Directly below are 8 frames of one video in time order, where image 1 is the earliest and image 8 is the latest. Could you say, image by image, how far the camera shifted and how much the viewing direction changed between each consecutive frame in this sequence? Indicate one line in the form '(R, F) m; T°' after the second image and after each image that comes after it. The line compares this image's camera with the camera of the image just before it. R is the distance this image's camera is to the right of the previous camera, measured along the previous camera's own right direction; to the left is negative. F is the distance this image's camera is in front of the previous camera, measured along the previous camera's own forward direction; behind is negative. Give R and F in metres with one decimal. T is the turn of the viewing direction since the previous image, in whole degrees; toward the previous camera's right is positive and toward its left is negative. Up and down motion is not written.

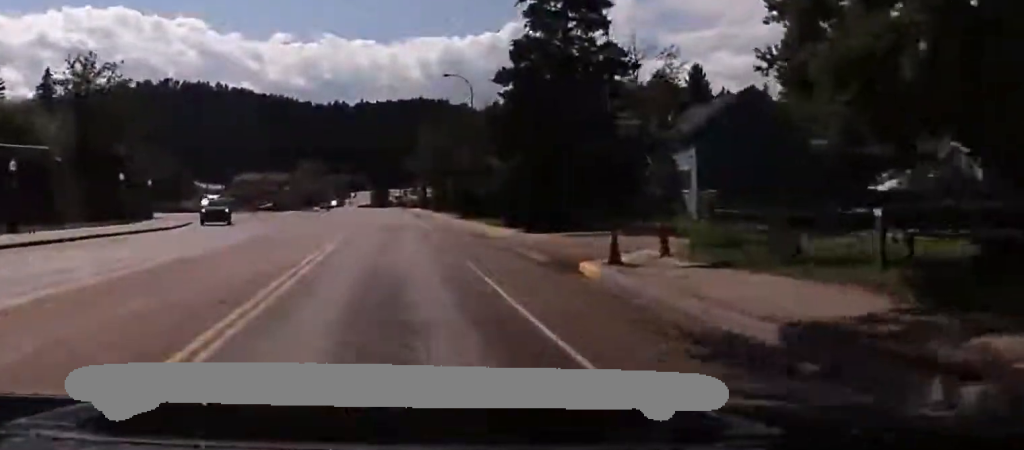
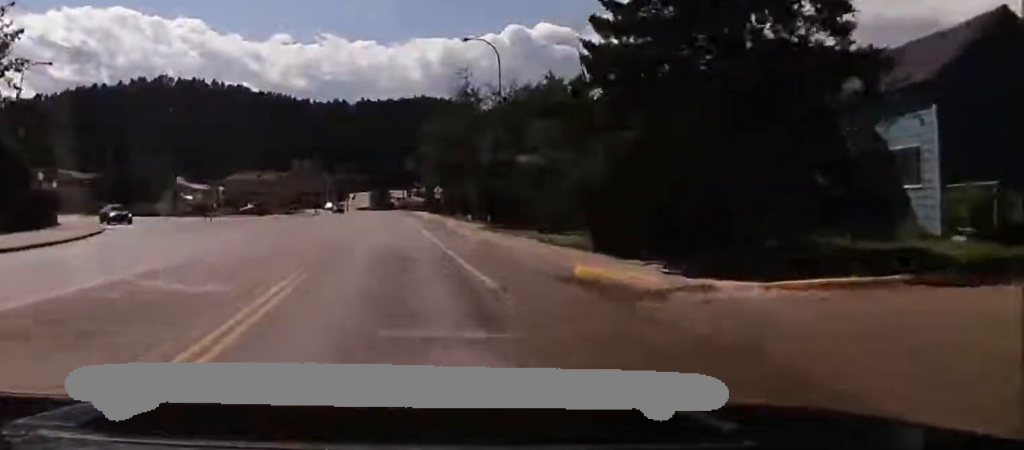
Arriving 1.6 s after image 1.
(0.0, +20.6) m; 0°
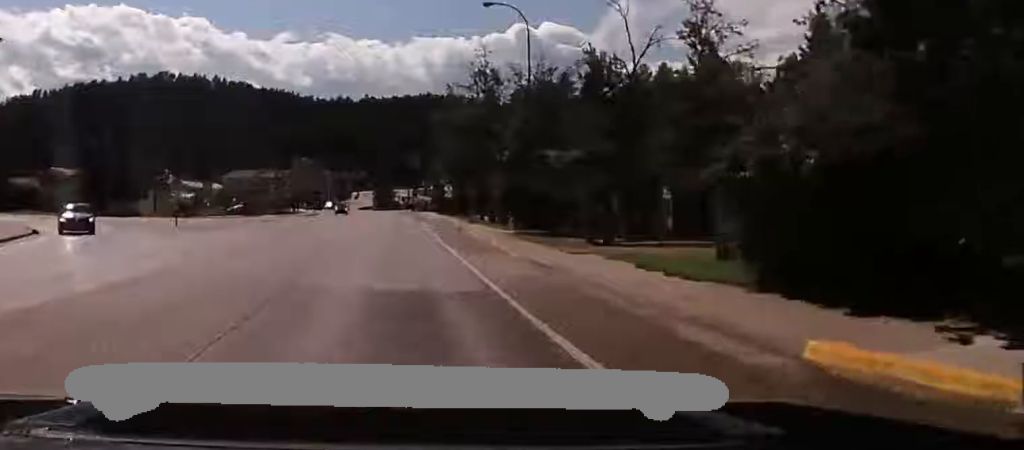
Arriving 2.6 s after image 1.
(0.0, +11.8) m; 0°
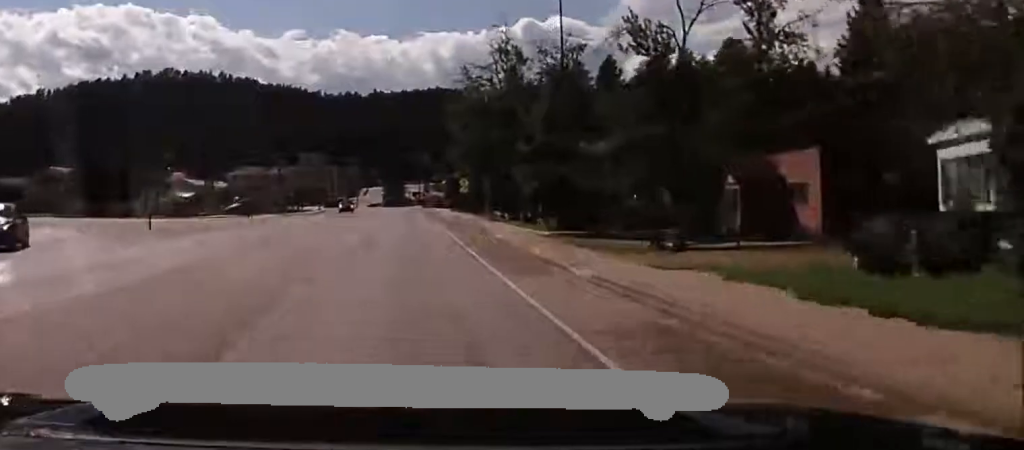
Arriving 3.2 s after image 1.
(0.0, +7.9) m; 0°
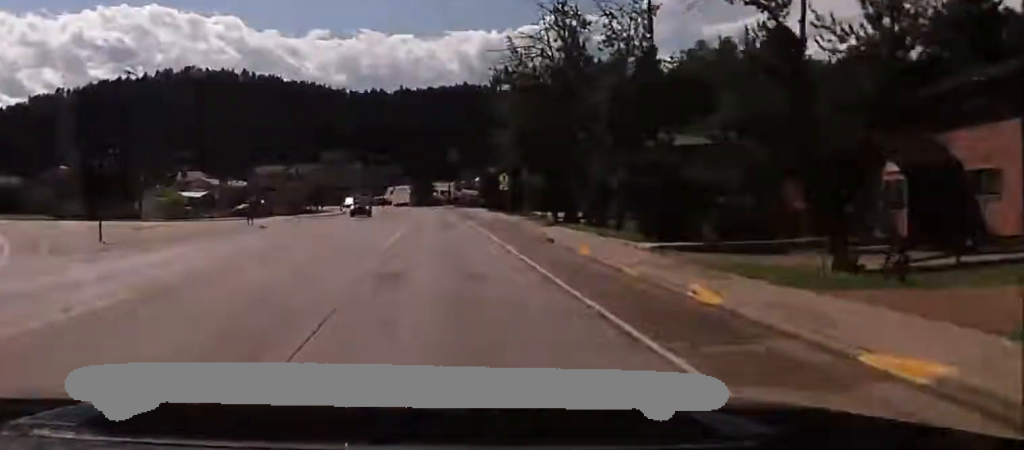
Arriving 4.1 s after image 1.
(0.0, +11.5) m; -1°
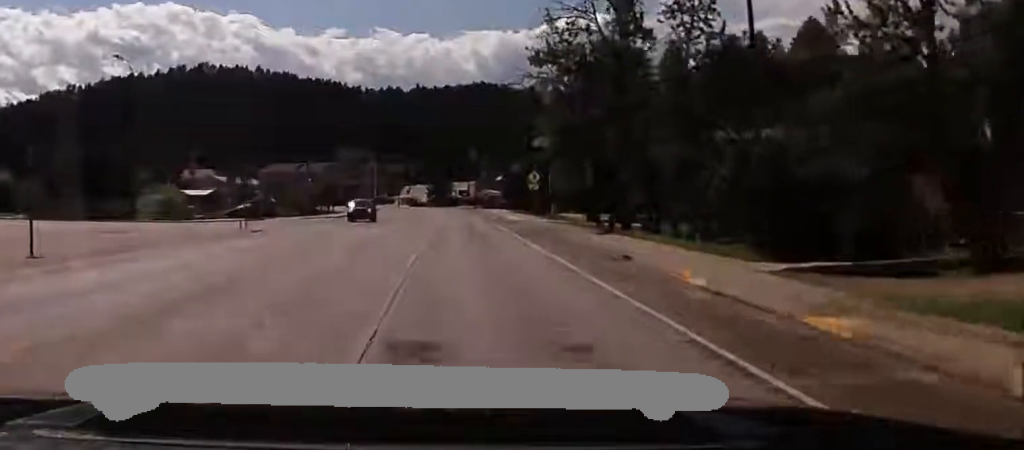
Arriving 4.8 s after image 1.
(-0.1, +7.8) m; -1°
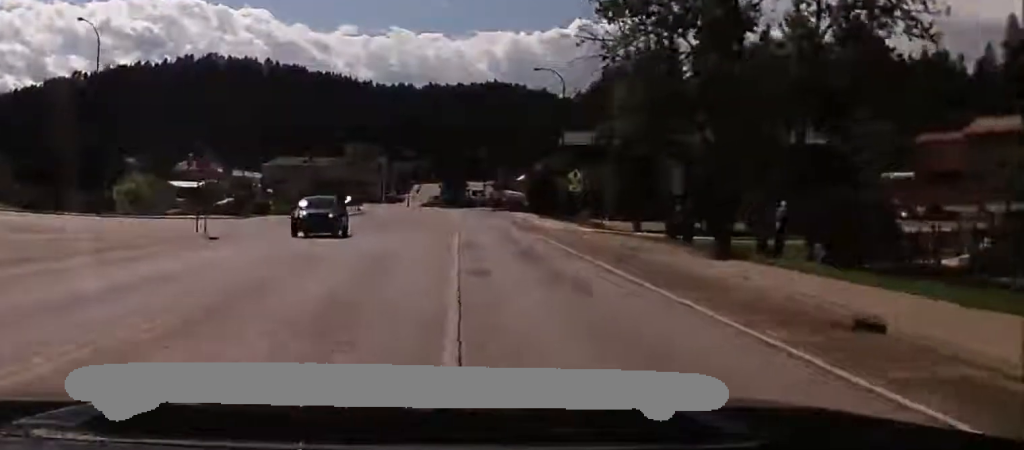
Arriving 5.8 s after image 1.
(-0.2, +11.8) m; -1°
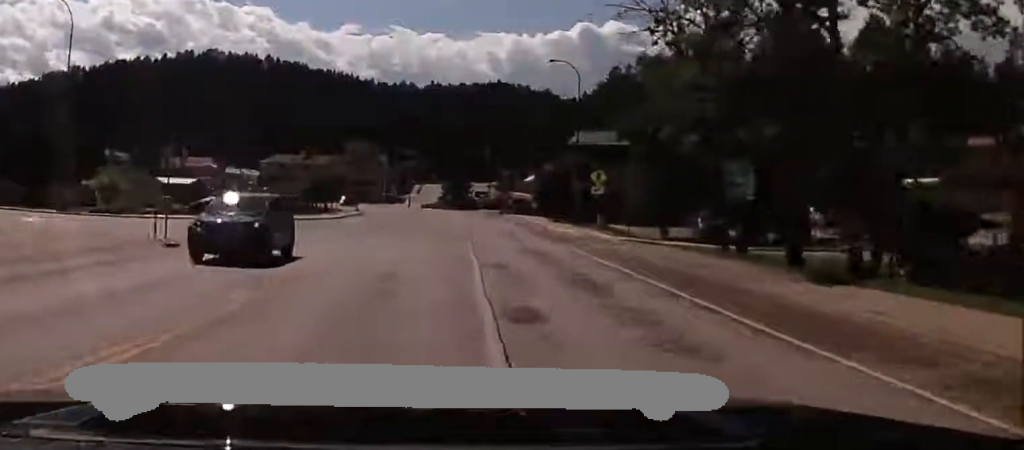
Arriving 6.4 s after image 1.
(0.0, +6.0) m; 0°
